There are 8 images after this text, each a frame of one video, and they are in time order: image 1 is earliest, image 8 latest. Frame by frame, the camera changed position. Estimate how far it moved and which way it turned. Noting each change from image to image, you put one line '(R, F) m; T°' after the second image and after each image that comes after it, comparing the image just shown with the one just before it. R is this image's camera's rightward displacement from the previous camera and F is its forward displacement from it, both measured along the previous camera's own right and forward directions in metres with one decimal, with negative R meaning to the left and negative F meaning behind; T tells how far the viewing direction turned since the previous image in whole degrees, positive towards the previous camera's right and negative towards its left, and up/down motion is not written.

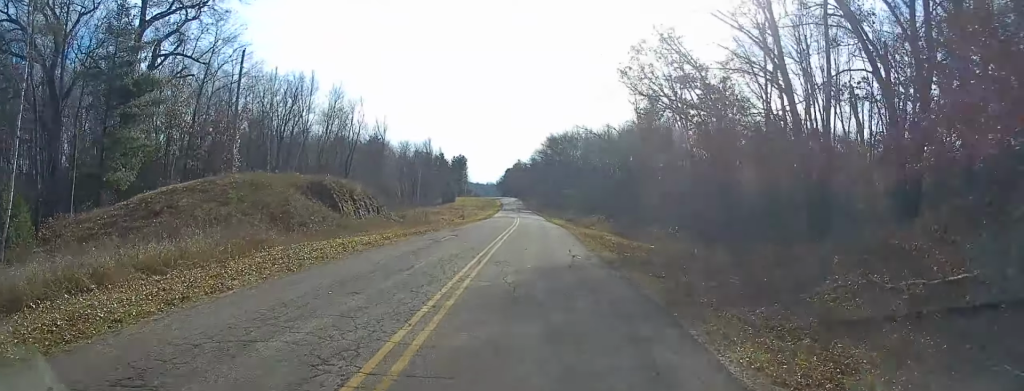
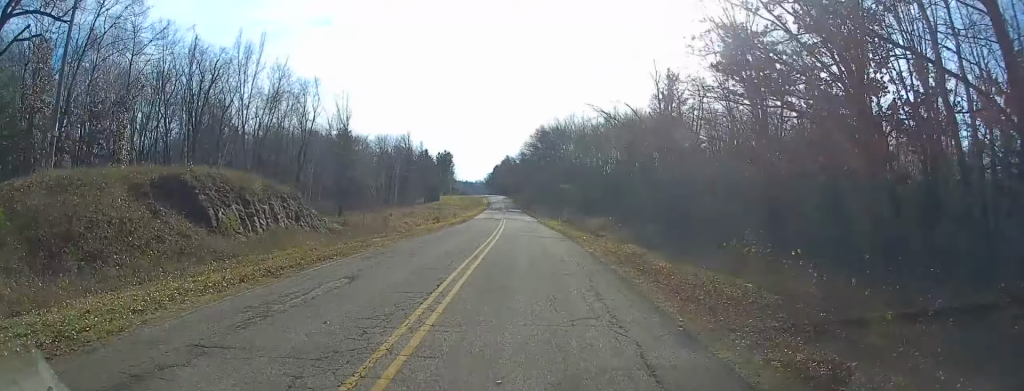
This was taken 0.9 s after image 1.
(+0.4, +15.7) m; 0°
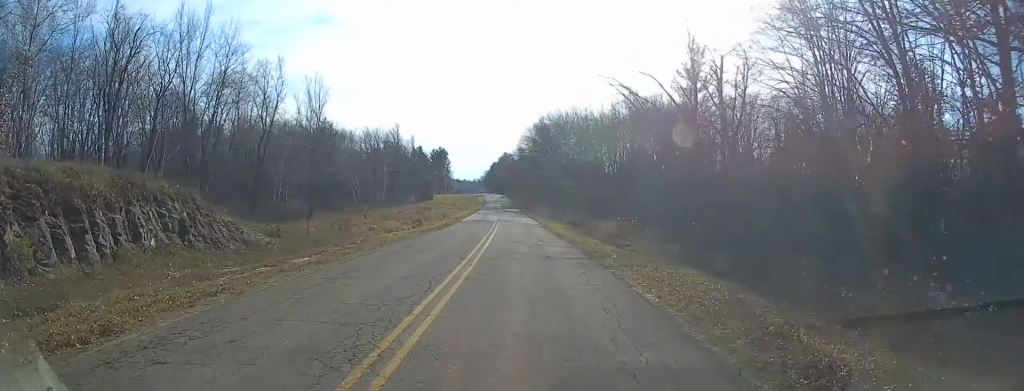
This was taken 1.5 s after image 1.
(-0.2, +11.6) m; 0°
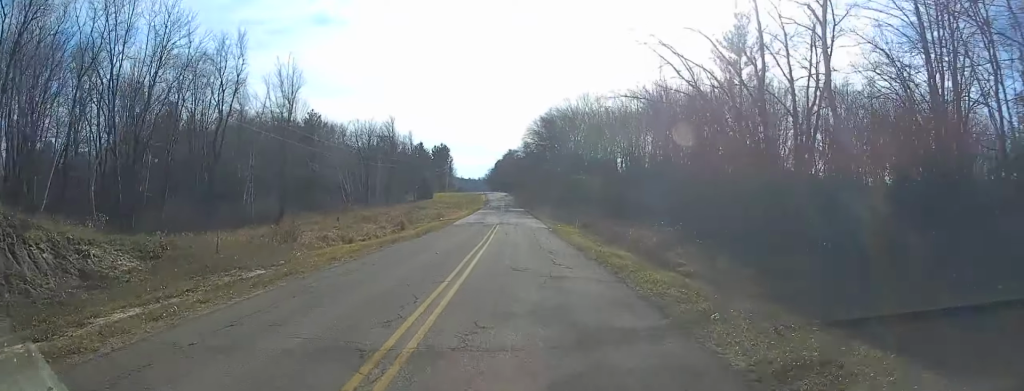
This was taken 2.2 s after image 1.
(-0.2, +11.1) m; 0°
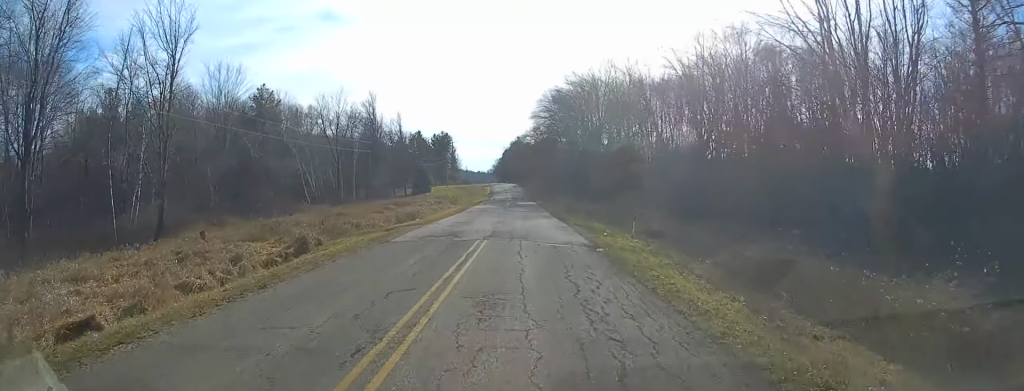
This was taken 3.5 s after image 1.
(+0.6, +24.7) m; 0°
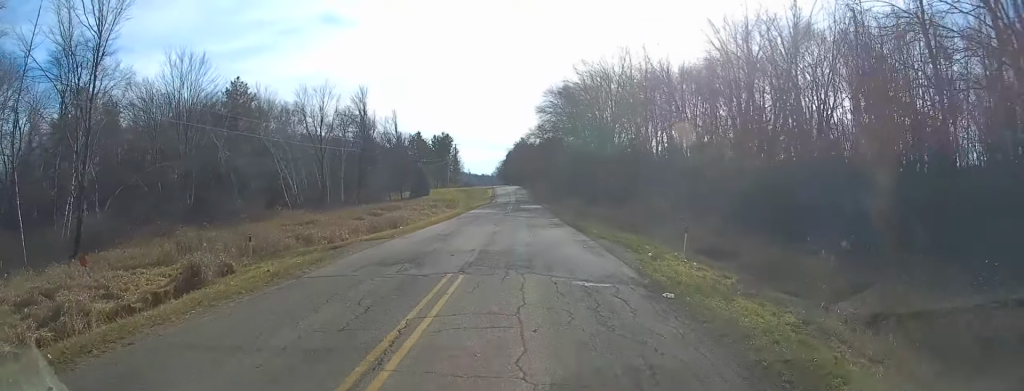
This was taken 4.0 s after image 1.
(+0.1, +9.3) m; -1°
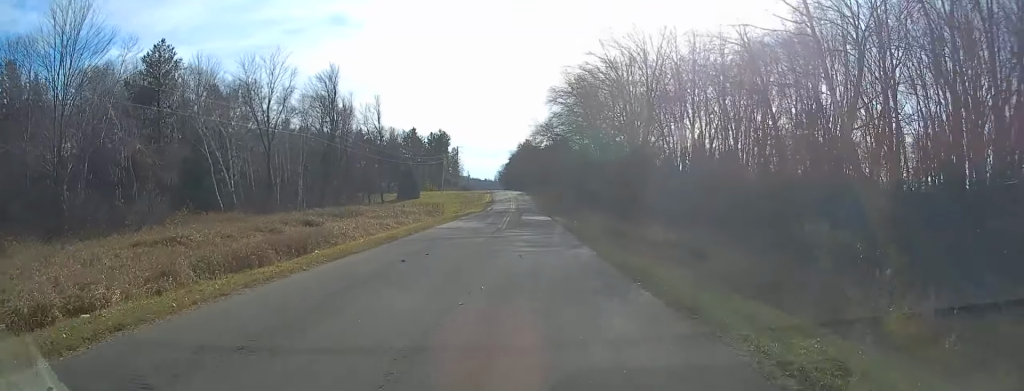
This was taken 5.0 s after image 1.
(-0.6, +19.6) m; 0°
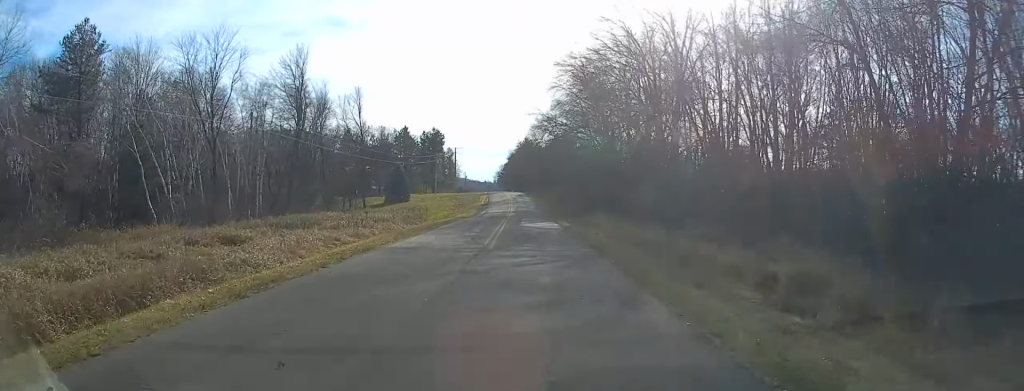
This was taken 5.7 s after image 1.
(+0.3, +12.2) m; +1°
